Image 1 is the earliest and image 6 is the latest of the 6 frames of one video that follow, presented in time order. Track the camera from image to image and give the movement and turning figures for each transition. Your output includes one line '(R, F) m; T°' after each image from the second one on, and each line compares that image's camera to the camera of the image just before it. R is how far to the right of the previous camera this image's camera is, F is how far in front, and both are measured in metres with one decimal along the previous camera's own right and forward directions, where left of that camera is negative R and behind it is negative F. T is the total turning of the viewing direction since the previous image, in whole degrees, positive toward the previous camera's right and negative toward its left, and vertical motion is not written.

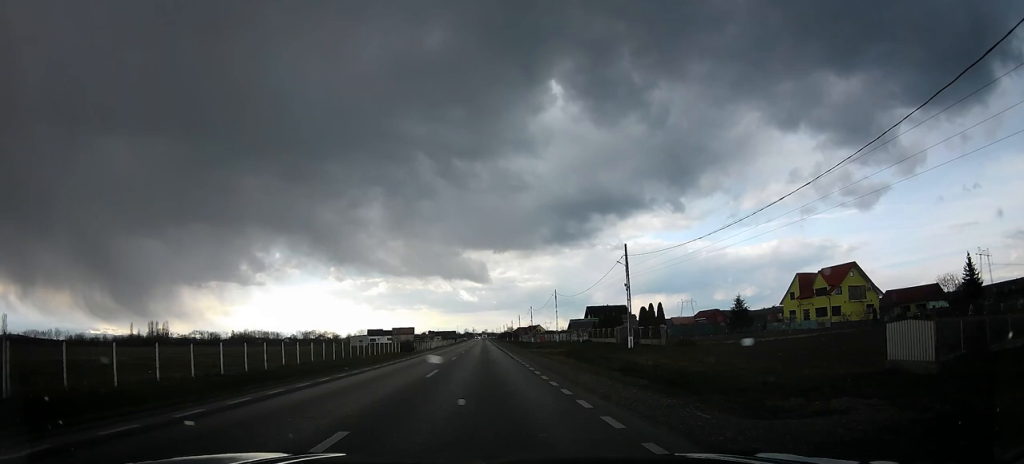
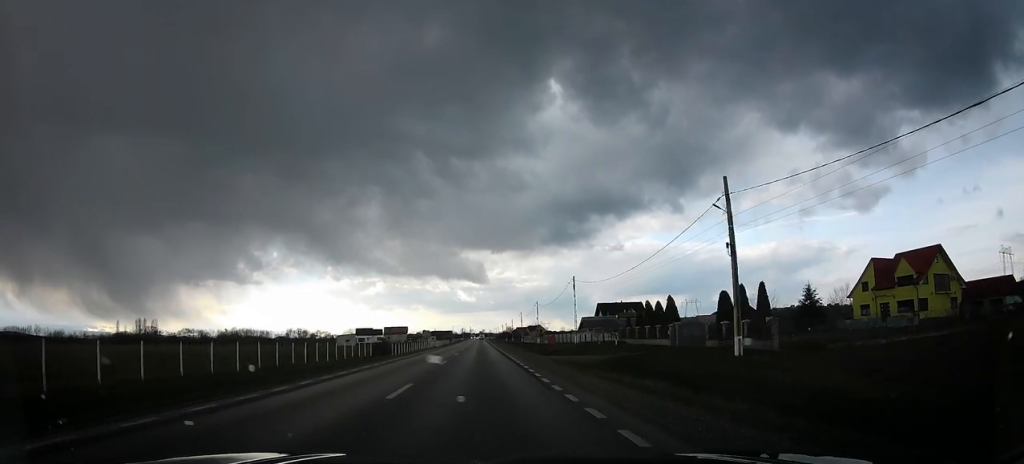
(0.0, +17.8) m; -2°
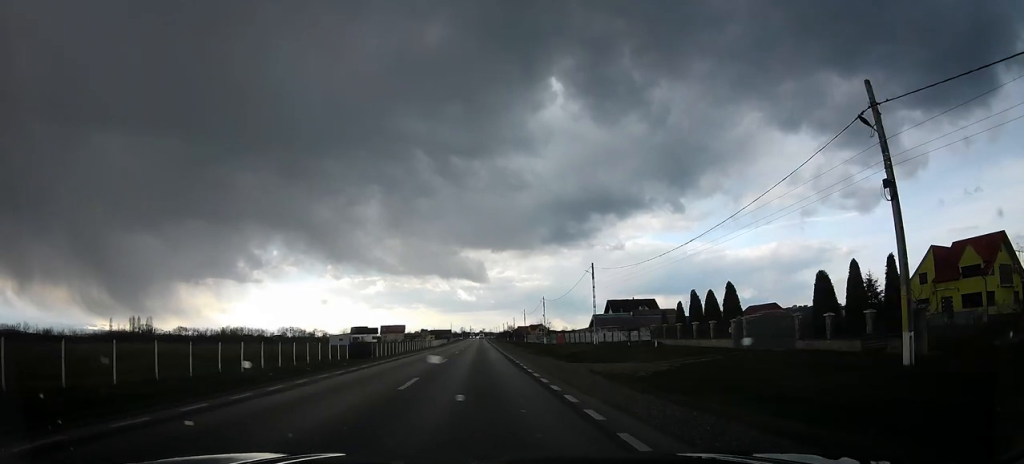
(0.0, +10.5) m; -2°
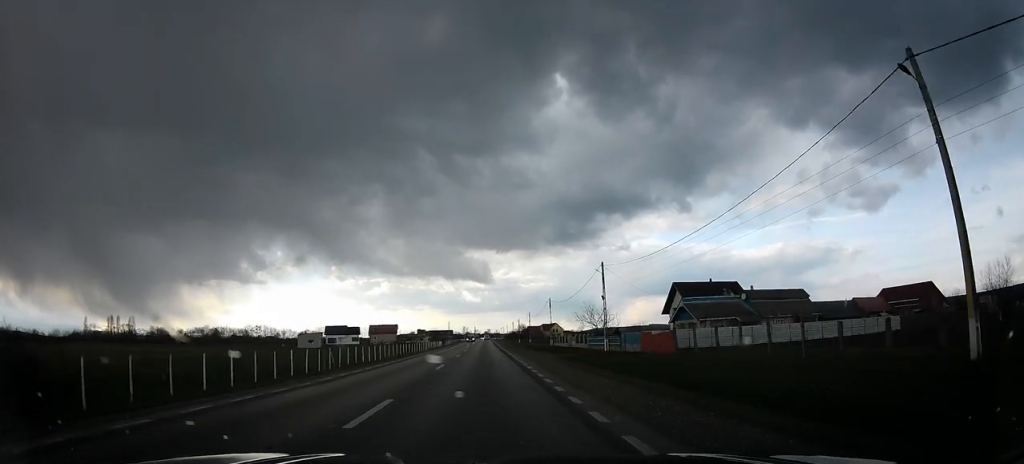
(-0.5, +40.9) m; +2°
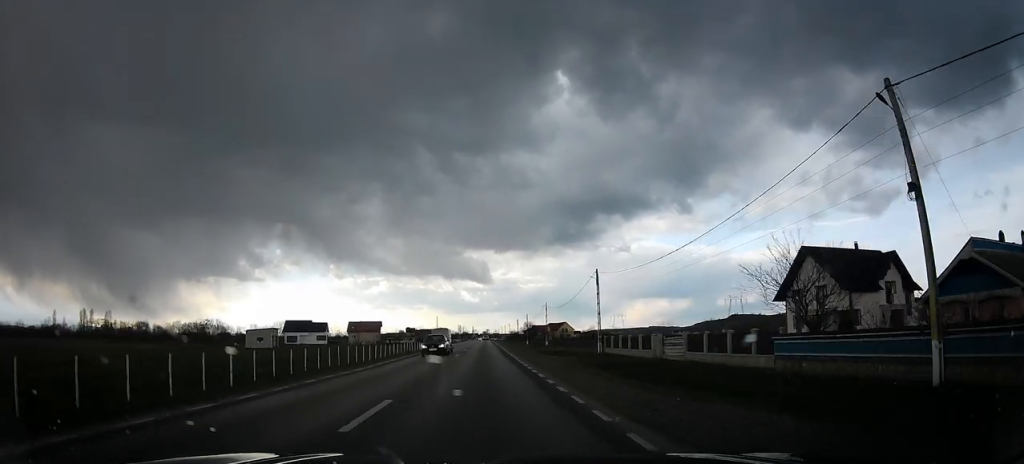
(+1.0, +36.3) m; +1°
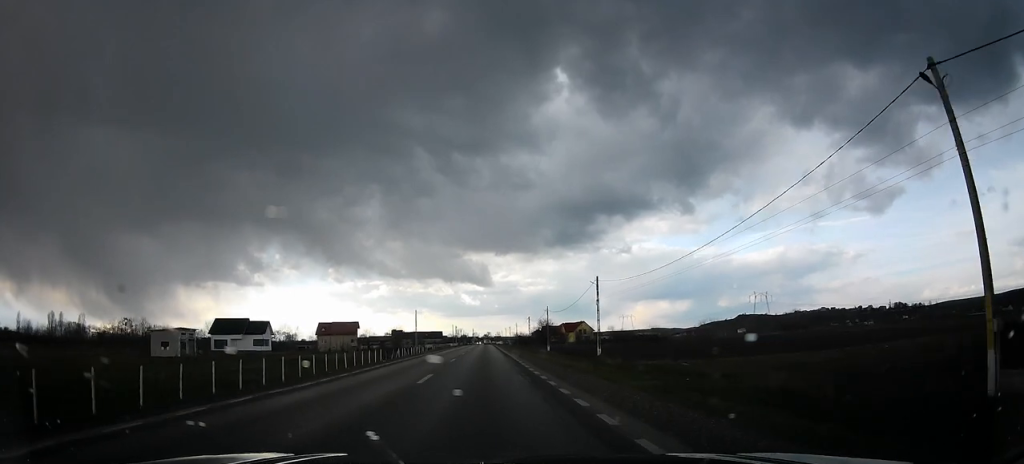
(-0.6, +40.7) m; 0°
